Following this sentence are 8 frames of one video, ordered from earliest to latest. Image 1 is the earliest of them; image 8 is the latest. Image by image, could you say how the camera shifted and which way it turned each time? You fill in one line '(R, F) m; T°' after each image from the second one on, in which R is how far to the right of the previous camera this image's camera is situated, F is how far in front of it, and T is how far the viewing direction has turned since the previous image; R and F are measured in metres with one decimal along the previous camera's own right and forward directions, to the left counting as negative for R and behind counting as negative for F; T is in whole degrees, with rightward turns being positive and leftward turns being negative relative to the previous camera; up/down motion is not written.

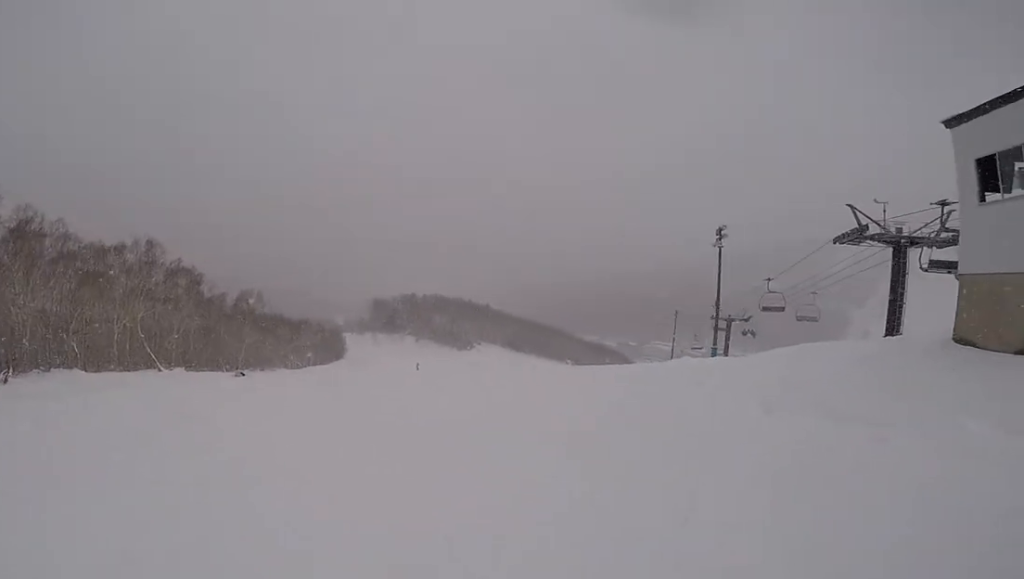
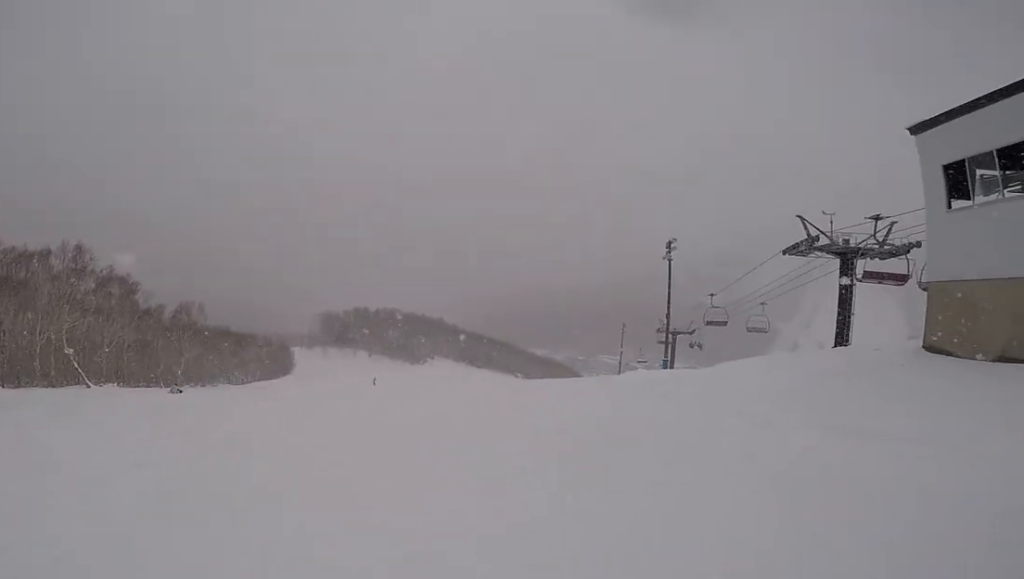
(-0.1, +1.4) m; -5°
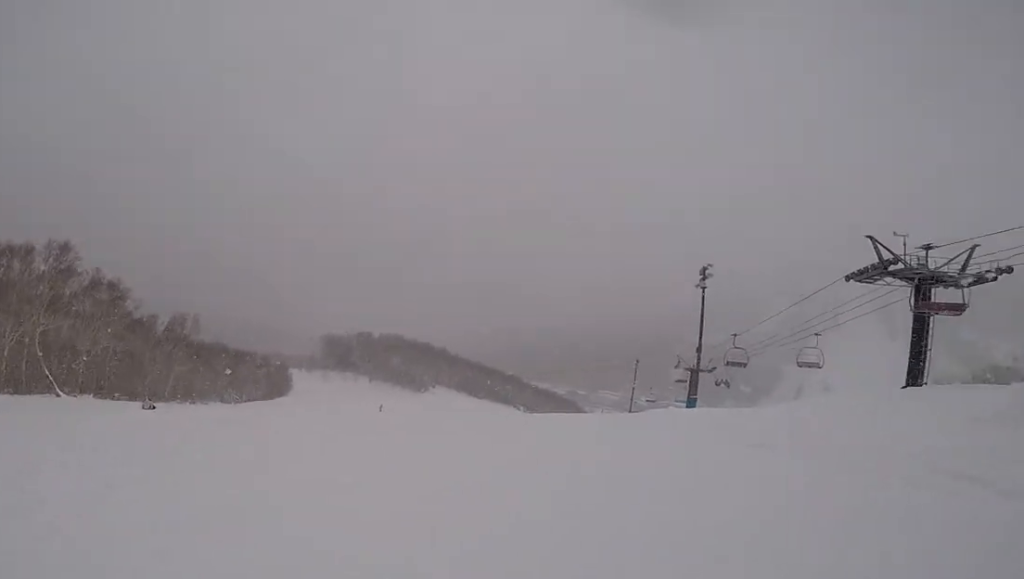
(-0.4, +3.7) m; +6°
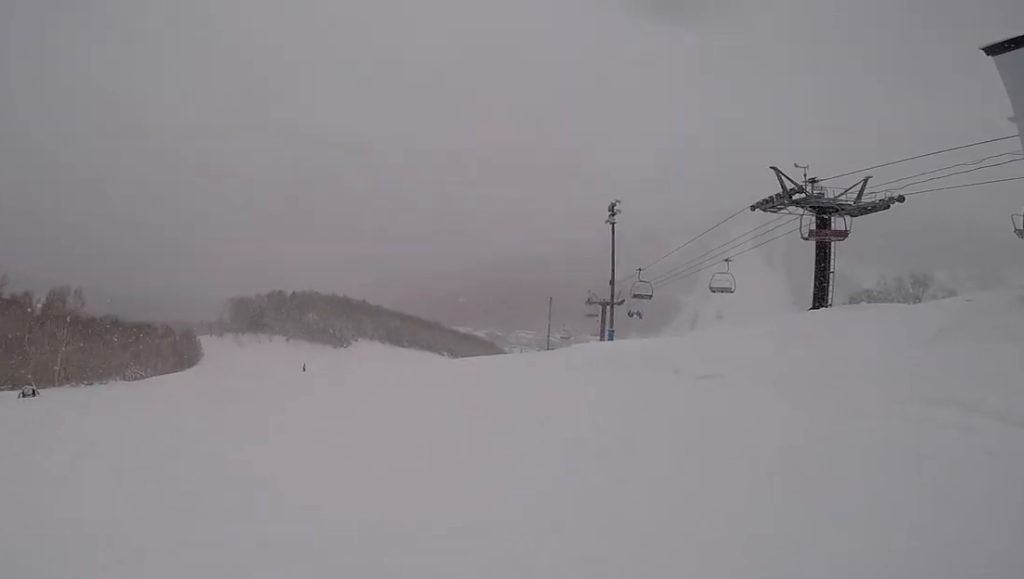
(+0.7, +1.7) m; 0°
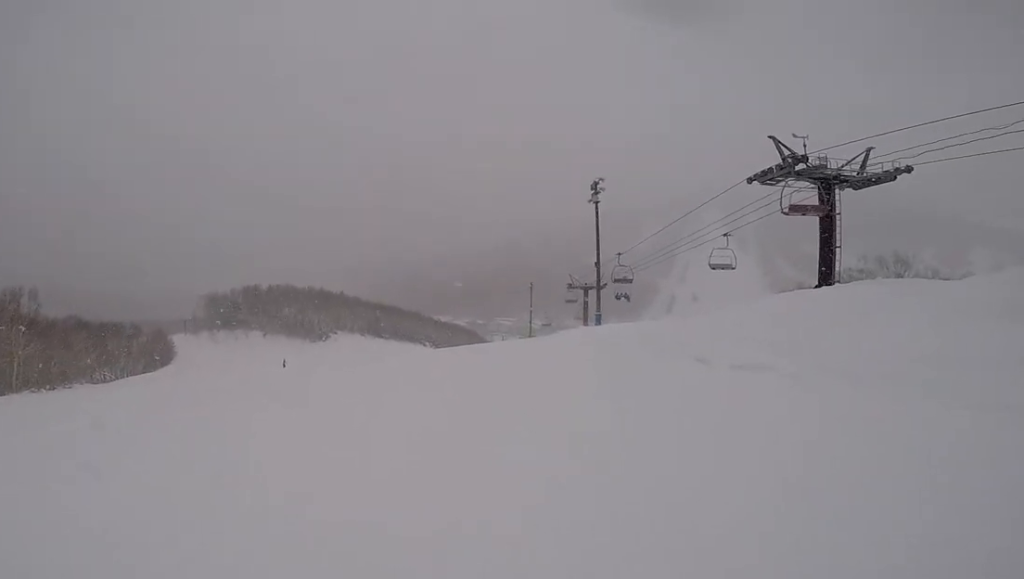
(+0.1, +2.1) m; -6°
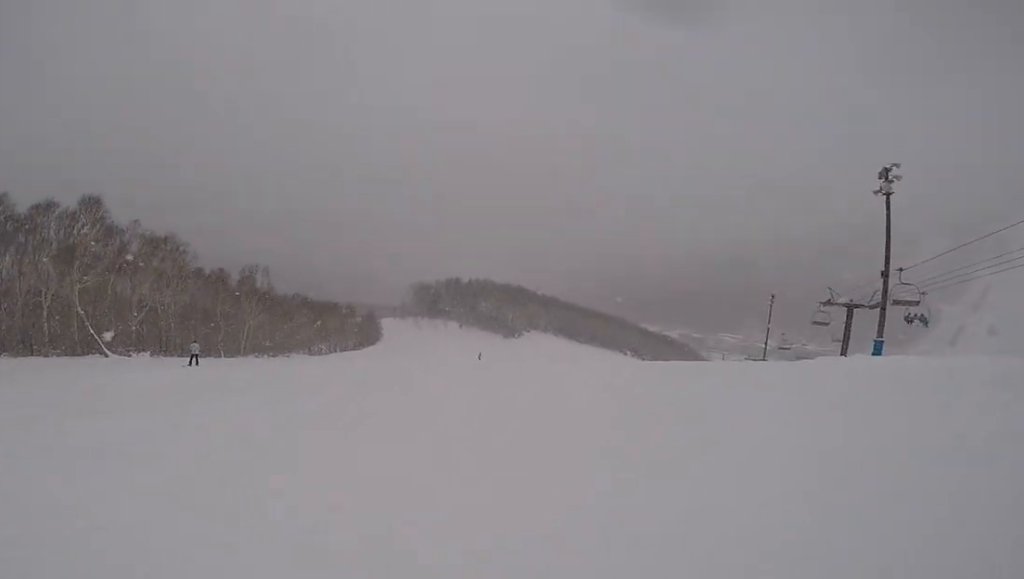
(-1.0, +3.3) m; -19°
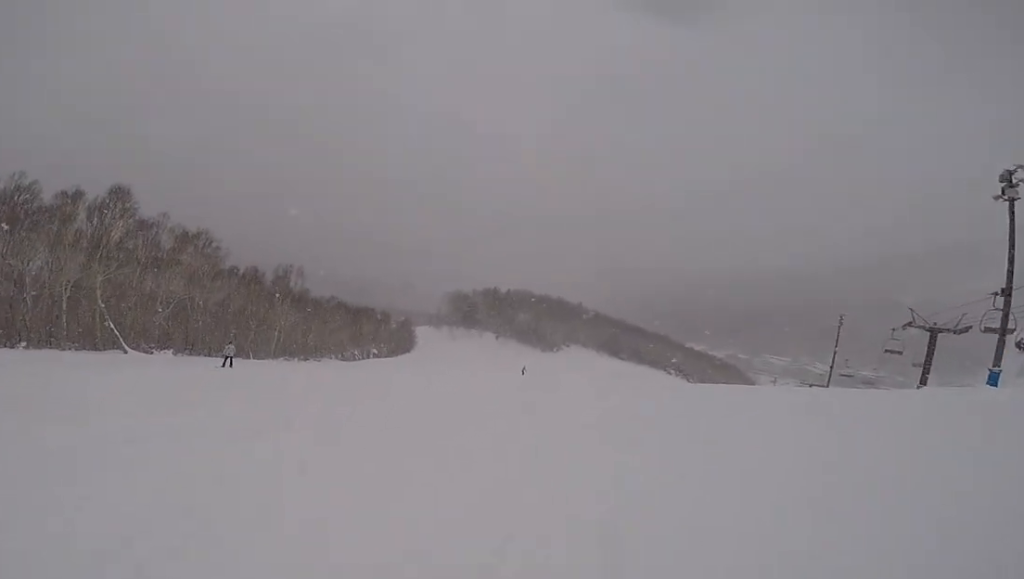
(-0.1, +3.1) m; +5°
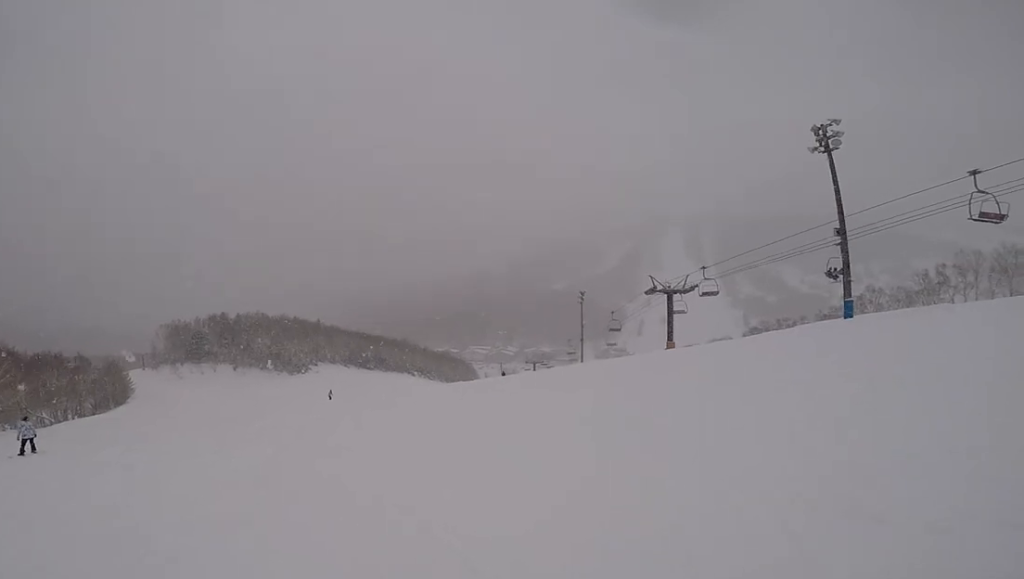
(+4.7, +10.7) m; +41°
